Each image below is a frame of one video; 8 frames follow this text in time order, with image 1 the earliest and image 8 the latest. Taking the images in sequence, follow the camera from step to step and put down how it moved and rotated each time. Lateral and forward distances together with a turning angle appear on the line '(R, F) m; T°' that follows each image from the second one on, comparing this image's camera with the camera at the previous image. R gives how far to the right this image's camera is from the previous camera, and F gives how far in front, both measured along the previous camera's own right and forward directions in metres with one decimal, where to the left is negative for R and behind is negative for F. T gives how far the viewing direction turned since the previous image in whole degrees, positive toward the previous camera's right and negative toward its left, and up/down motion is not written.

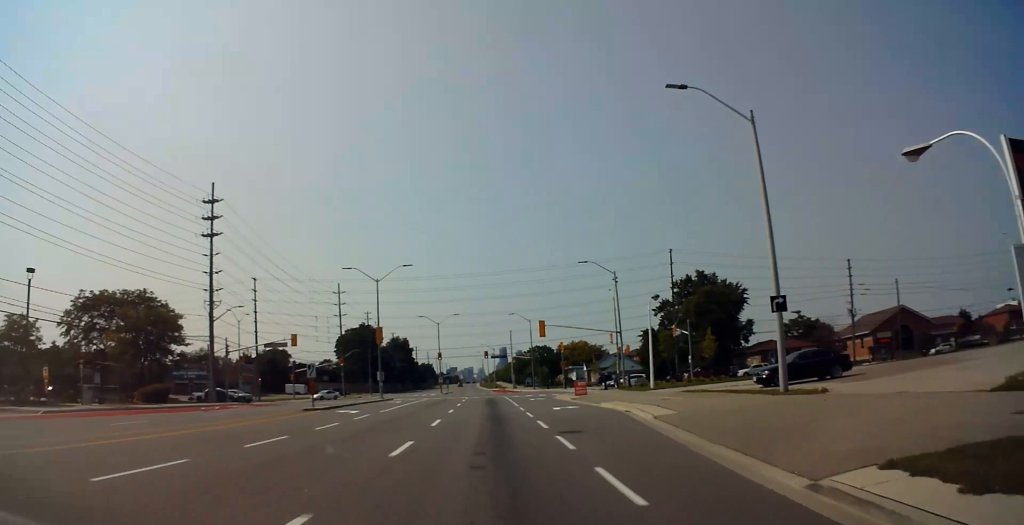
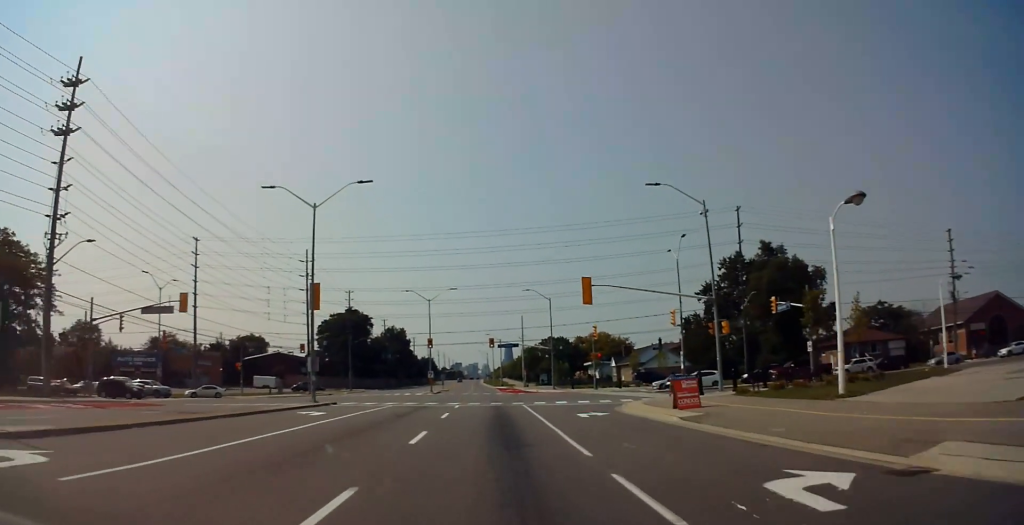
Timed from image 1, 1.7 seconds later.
(+0.3, +25.4) m; 0°
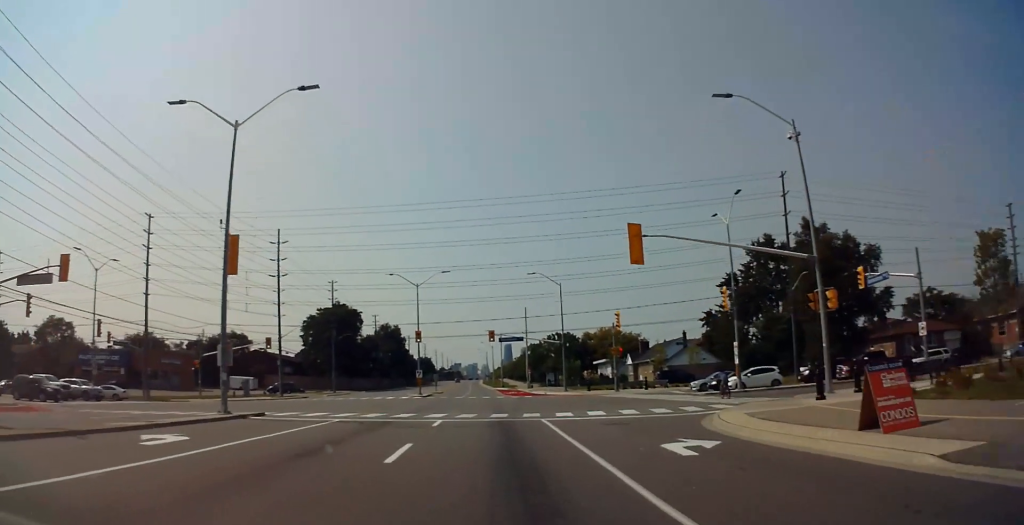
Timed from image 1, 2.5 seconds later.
(-0.1, +12.7) m; 0°
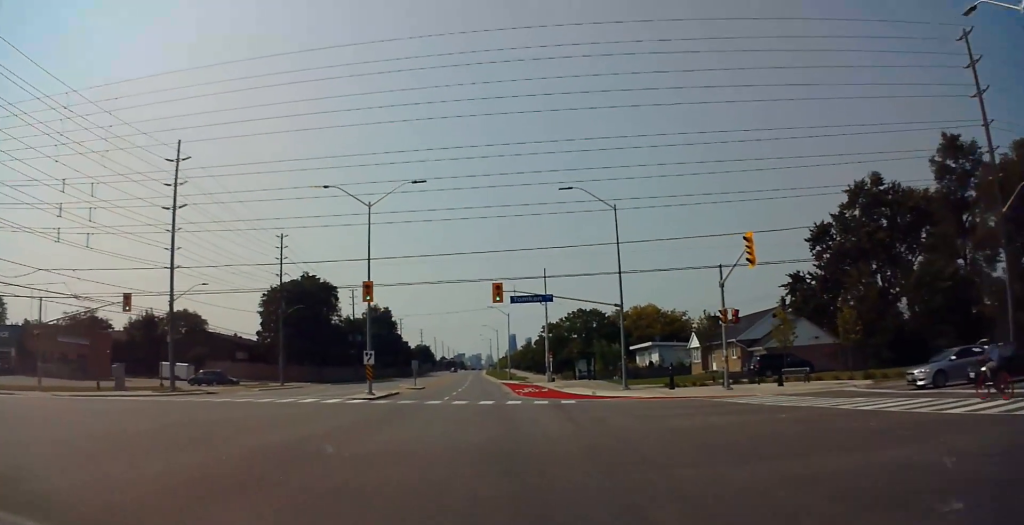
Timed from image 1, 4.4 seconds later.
(+0.2, +29.5) m; -1°
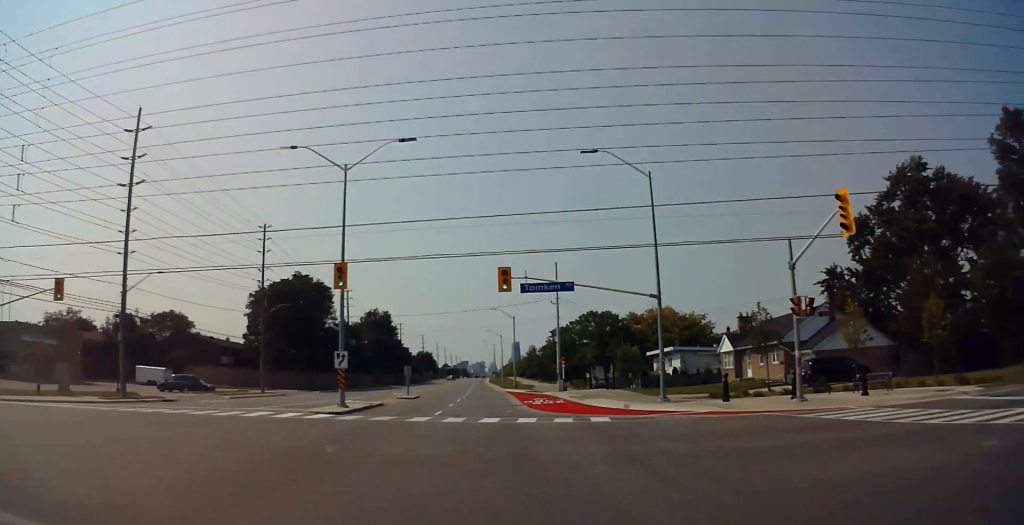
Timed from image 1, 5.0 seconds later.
(0.0, +8.1) m; -1°
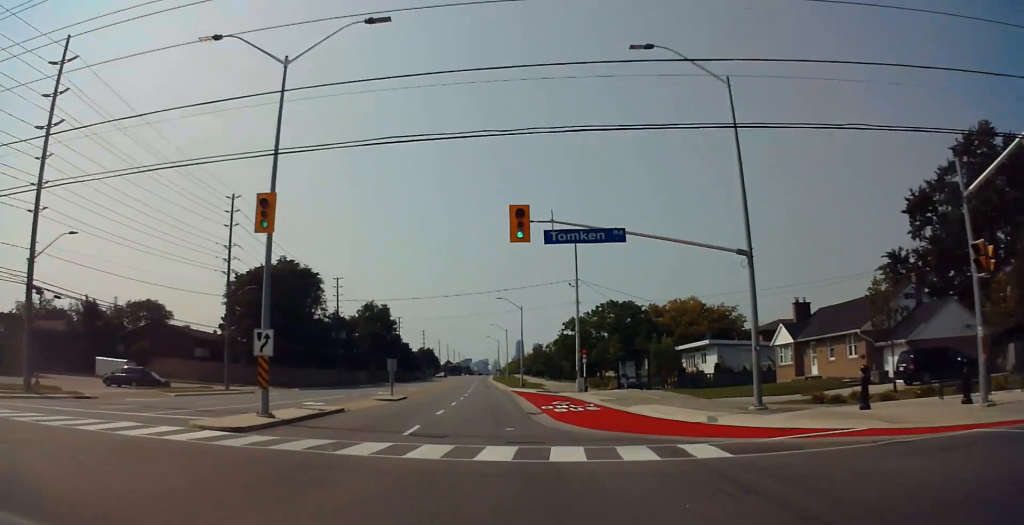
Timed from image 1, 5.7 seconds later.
(-0.2, +11.1) m; 0°
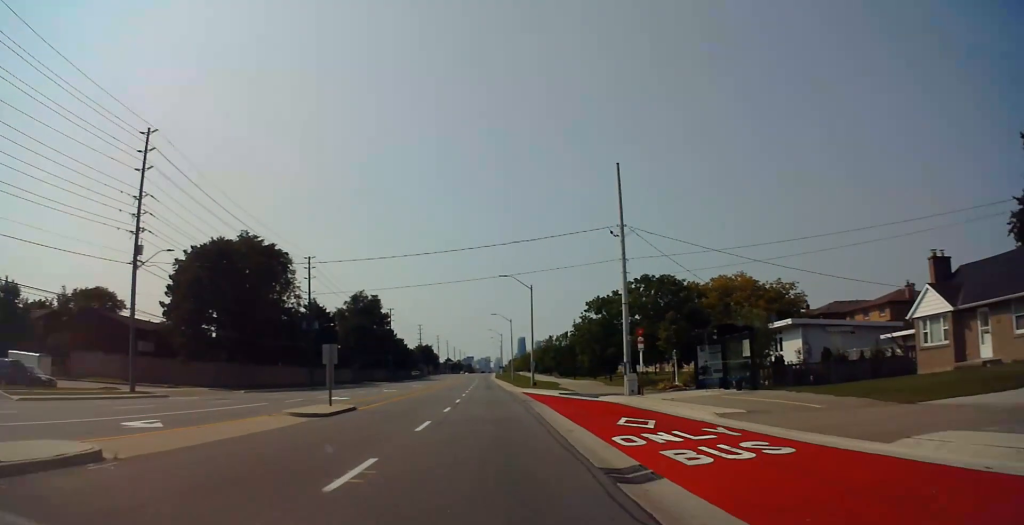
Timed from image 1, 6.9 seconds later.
(+0.2, +17.7) m; +1°
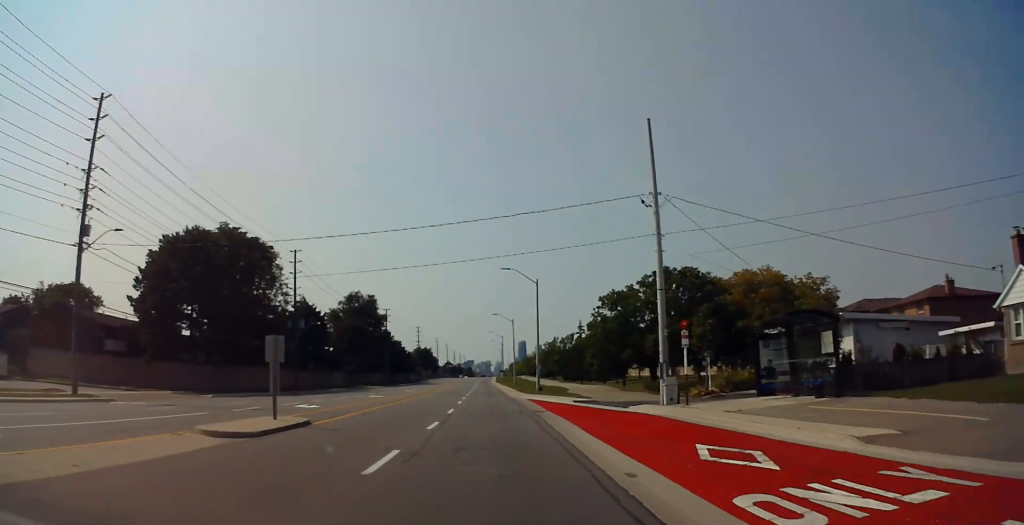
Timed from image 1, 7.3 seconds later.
(0.0, +7.0) m; 0°
